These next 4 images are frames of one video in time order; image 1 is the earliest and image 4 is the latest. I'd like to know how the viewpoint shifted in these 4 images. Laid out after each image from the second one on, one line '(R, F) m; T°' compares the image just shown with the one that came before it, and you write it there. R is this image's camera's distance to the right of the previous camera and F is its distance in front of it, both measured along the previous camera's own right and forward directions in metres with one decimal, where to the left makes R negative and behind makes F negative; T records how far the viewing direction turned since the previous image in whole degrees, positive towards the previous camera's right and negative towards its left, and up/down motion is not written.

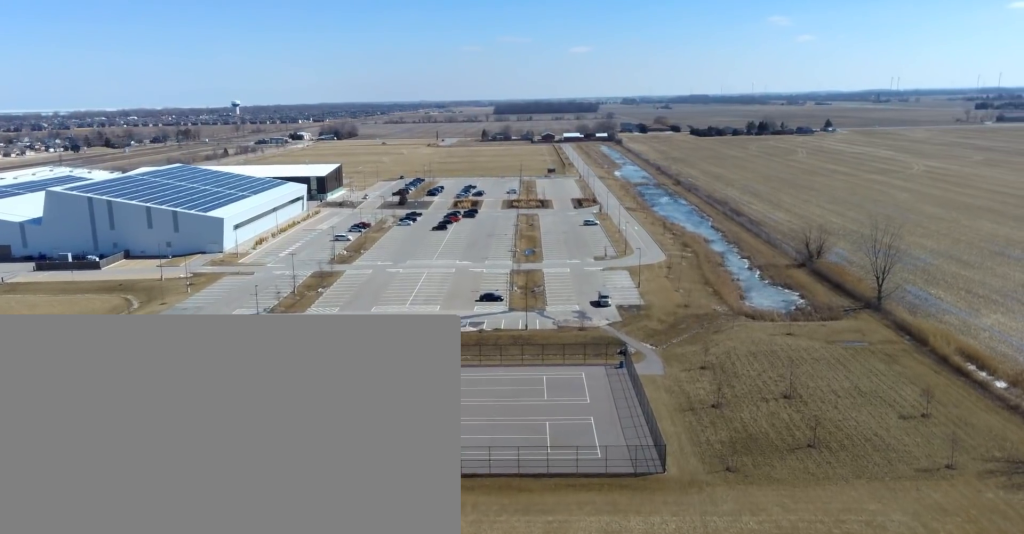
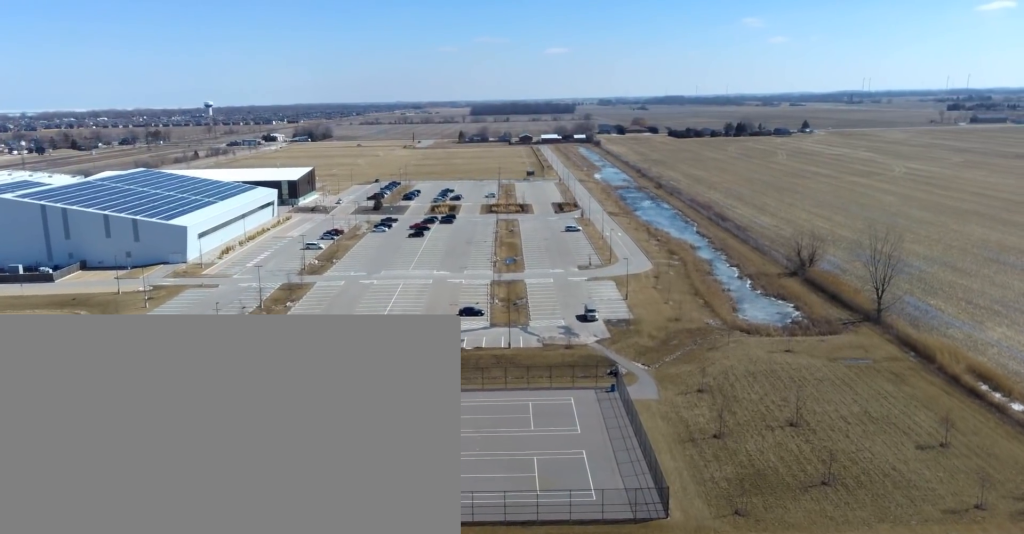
(0.0, +10.4) m; 0°
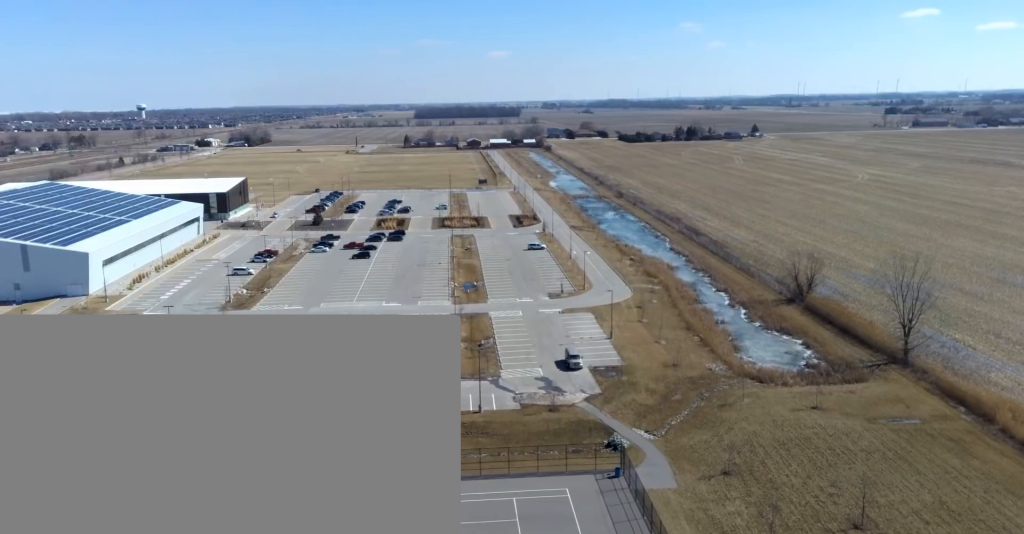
(0.0, +28.1) m; 0°
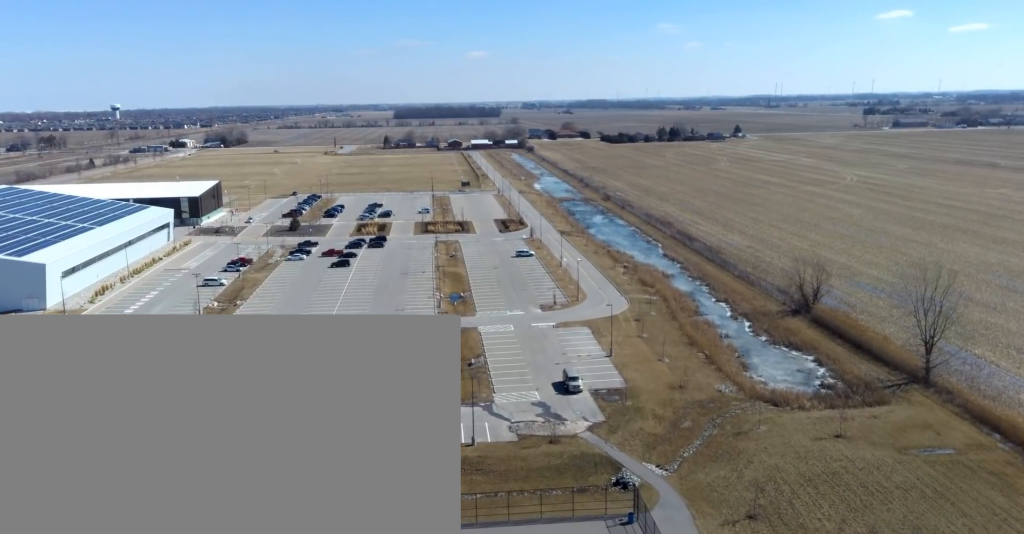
(0.0, +10.4) m; 0°
